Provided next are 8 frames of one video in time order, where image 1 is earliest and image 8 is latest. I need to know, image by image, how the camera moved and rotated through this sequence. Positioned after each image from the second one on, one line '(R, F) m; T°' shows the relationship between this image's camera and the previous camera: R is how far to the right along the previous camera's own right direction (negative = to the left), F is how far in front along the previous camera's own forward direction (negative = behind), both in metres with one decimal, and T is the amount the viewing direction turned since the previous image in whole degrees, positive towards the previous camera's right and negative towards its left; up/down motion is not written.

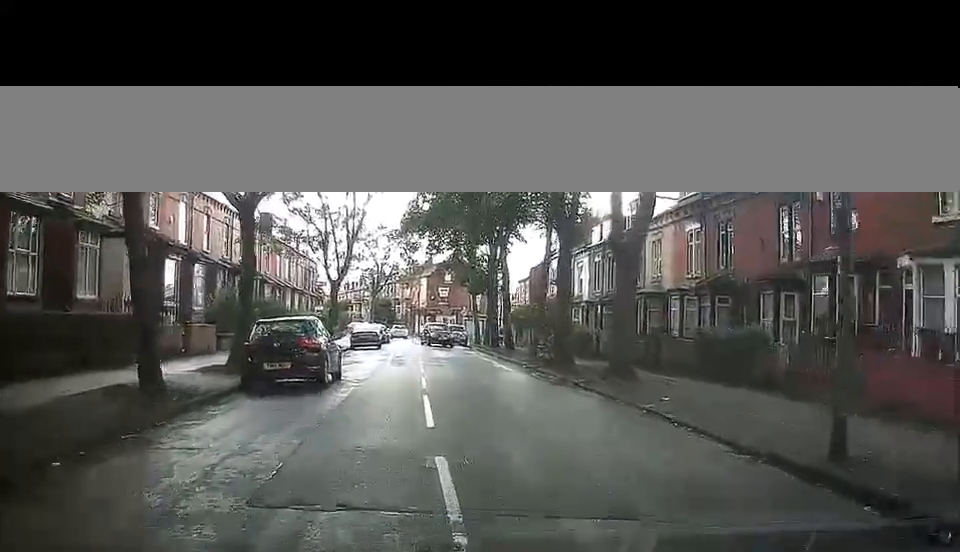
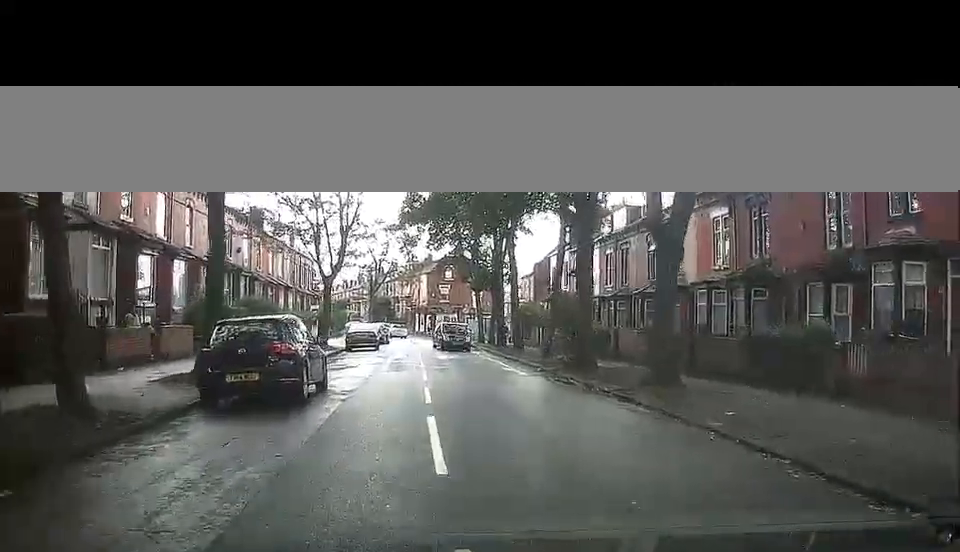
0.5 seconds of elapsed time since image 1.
(-0.1, +1.8) m; 0°
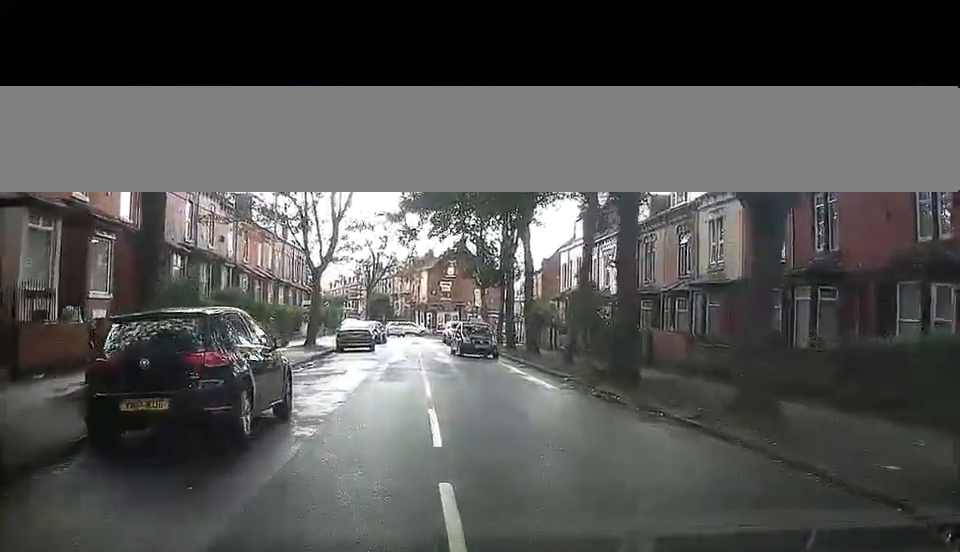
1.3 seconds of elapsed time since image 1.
(0.0, +2.5) m; 0°
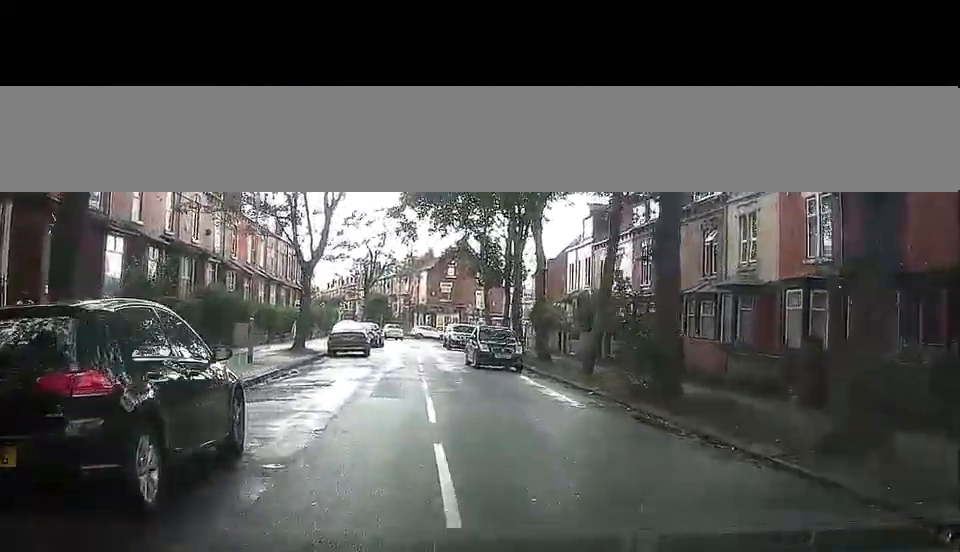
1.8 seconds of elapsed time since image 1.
(+0.1, +1.7) m; -1°
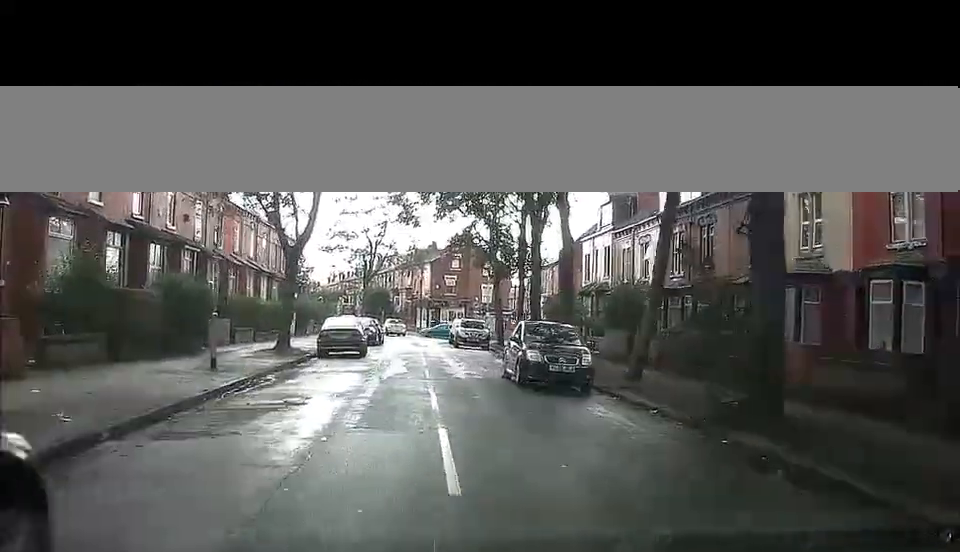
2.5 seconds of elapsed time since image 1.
(-0.1, +3.3) m; -3°
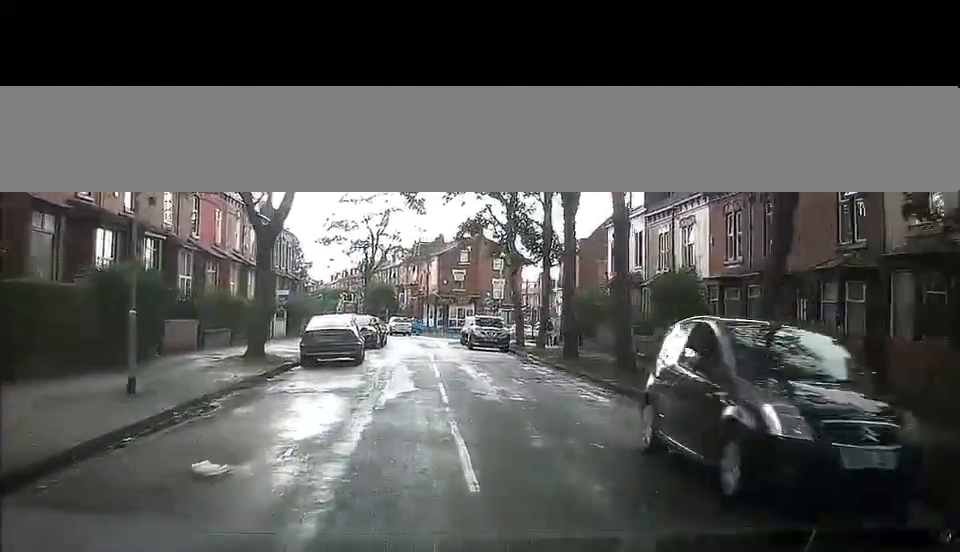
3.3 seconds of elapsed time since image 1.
(-0.2, +5.4) m; -2°
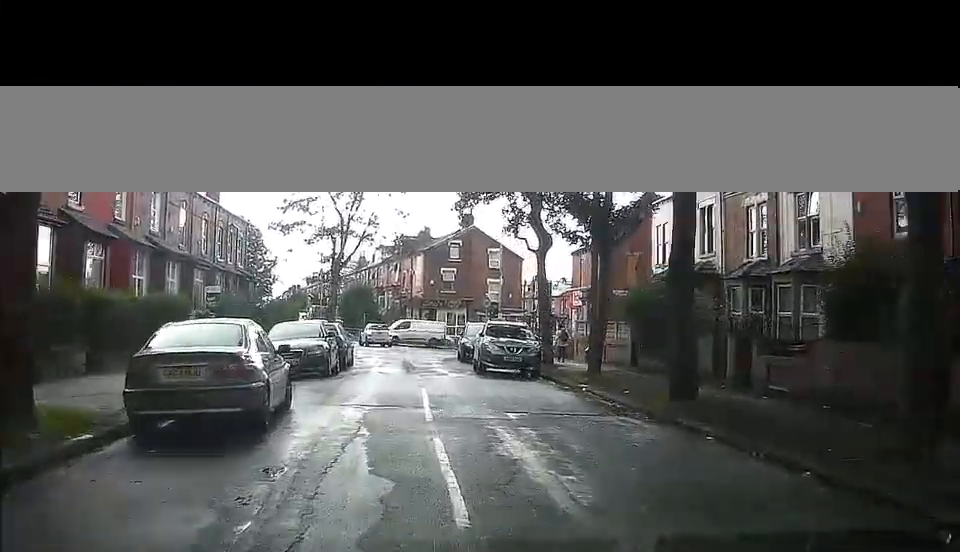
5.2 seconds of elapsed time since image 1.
(+0.6, +13.8) m; +4°
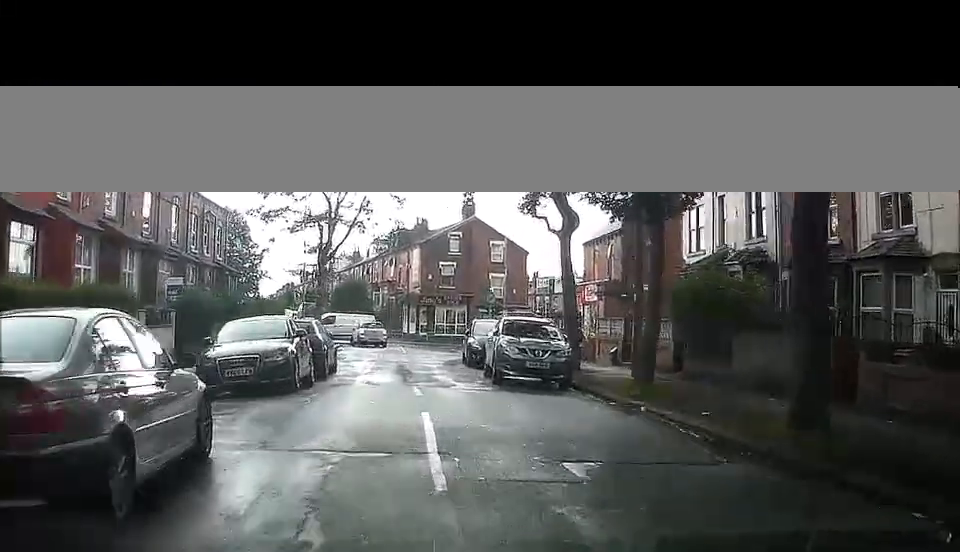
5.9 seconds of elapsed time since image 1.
(-0.2, +5.4) m; +1°
